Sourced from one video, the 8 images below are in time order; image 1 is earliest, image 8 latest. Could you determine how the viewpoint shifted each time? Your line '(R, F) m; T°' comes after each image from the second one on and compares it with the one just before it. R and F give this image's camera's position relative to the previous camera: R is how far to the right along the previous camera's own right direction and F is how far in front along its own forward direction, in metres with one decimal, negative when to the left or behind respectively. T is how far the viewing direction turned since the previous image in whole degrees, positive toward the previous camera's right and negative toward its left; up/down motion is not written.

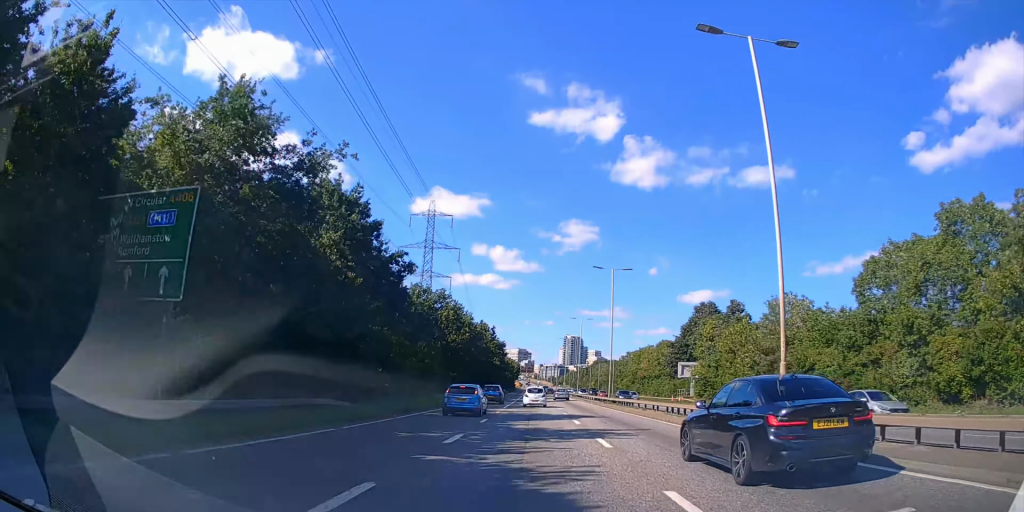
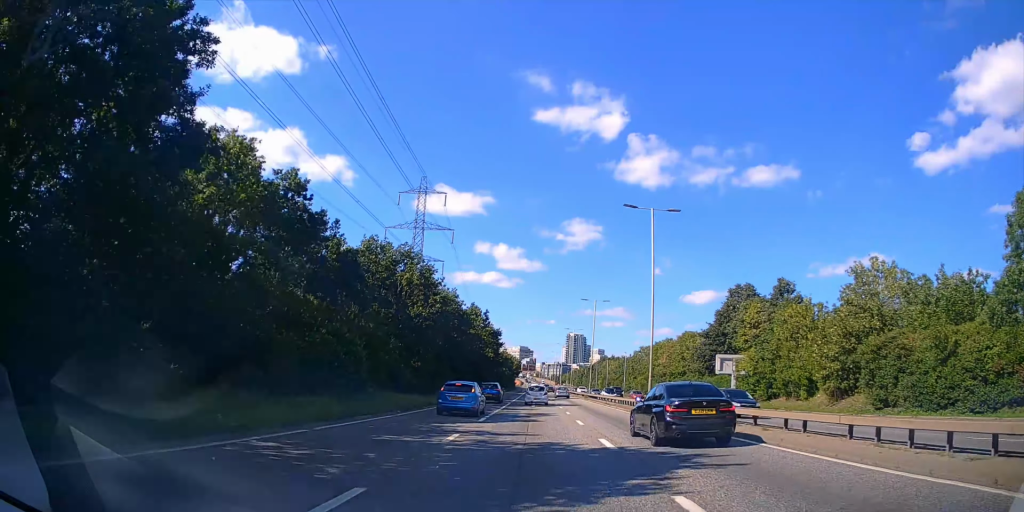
(+0.1, +18.4) m; 0°
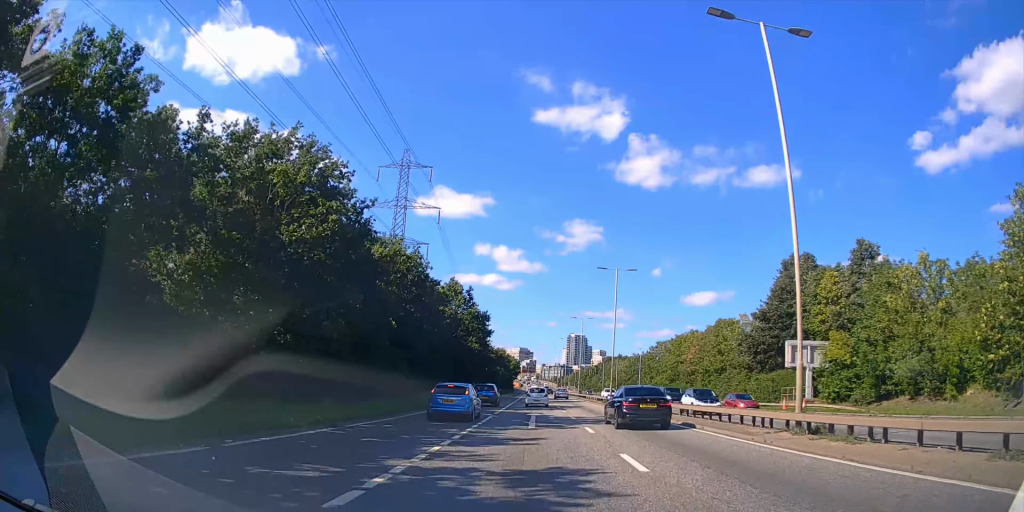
(+0.1, +20.3) m; 0°
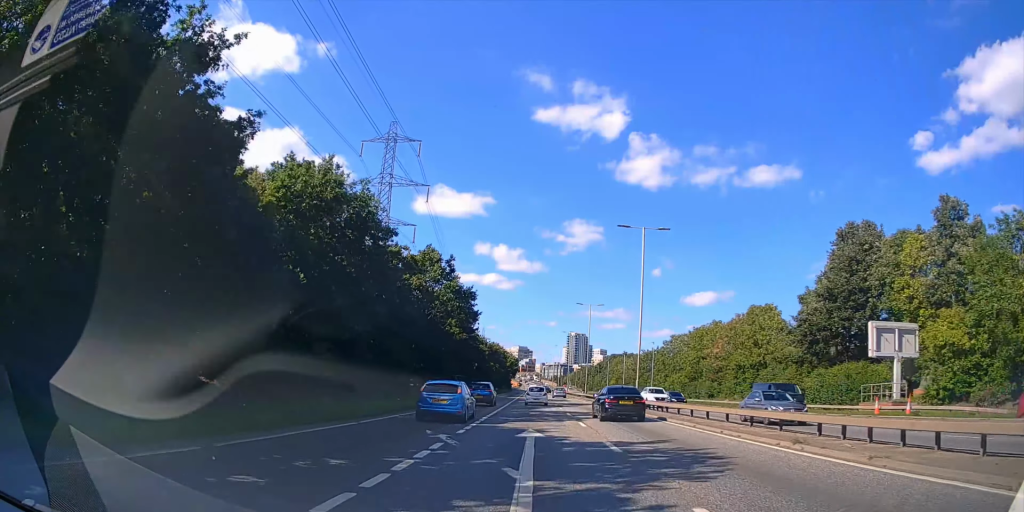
(0.0, +14.3) m; 0°
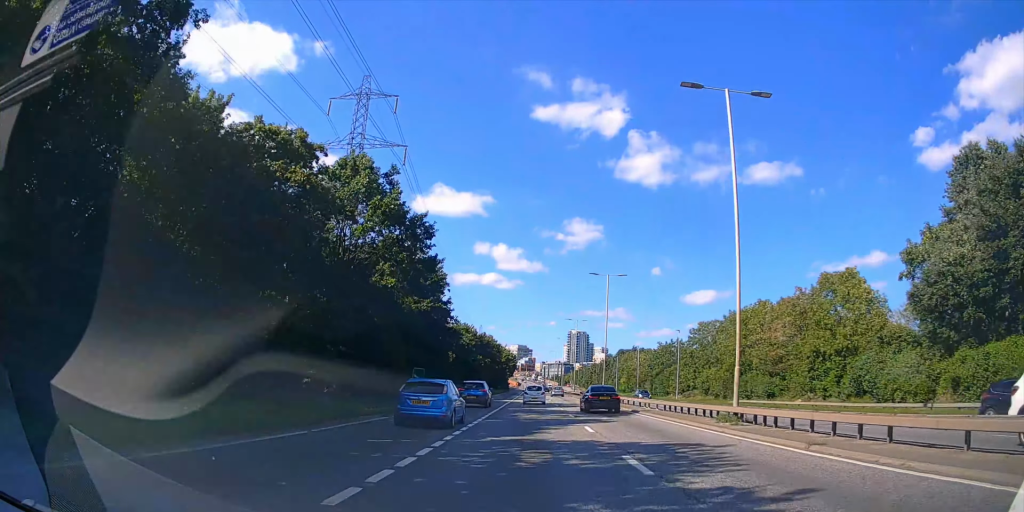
(-0.1, +20.2) m; 0°
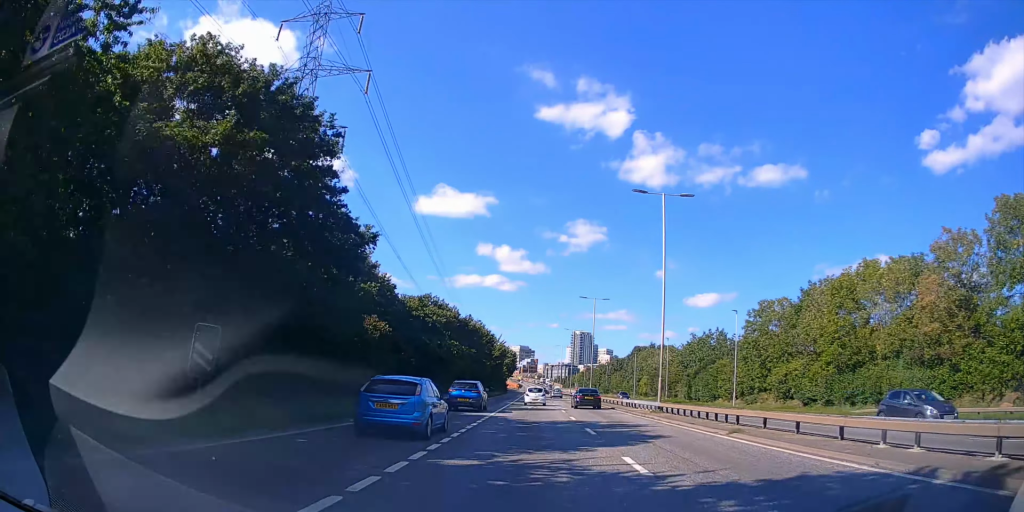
(+0.1, +25.3) m; 0°
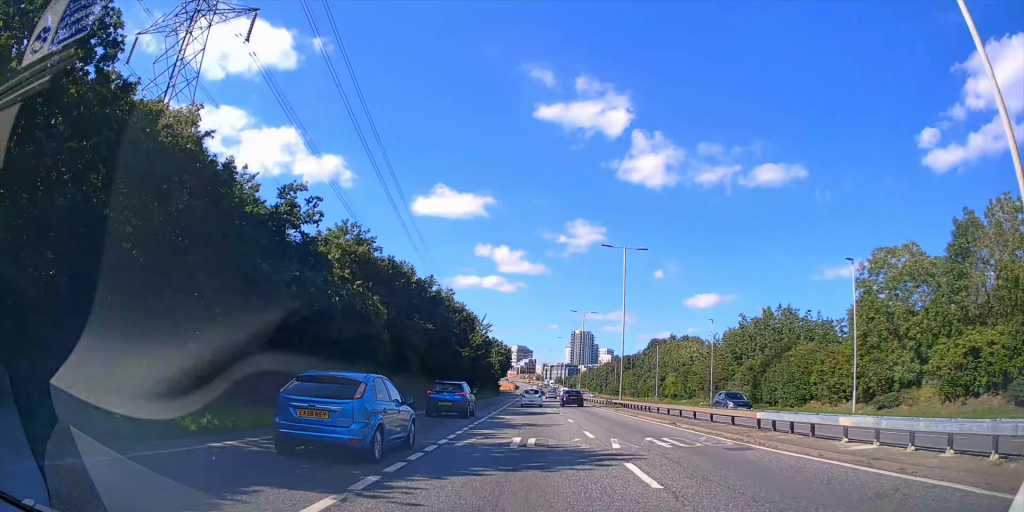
(0.0, +26.5) m; 0°
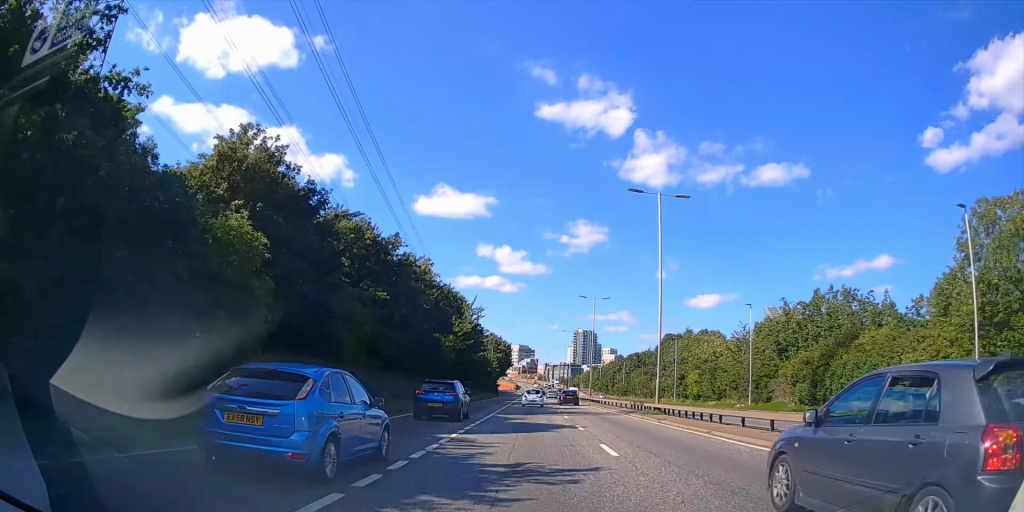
(0.0, +13.0) m; 0°
